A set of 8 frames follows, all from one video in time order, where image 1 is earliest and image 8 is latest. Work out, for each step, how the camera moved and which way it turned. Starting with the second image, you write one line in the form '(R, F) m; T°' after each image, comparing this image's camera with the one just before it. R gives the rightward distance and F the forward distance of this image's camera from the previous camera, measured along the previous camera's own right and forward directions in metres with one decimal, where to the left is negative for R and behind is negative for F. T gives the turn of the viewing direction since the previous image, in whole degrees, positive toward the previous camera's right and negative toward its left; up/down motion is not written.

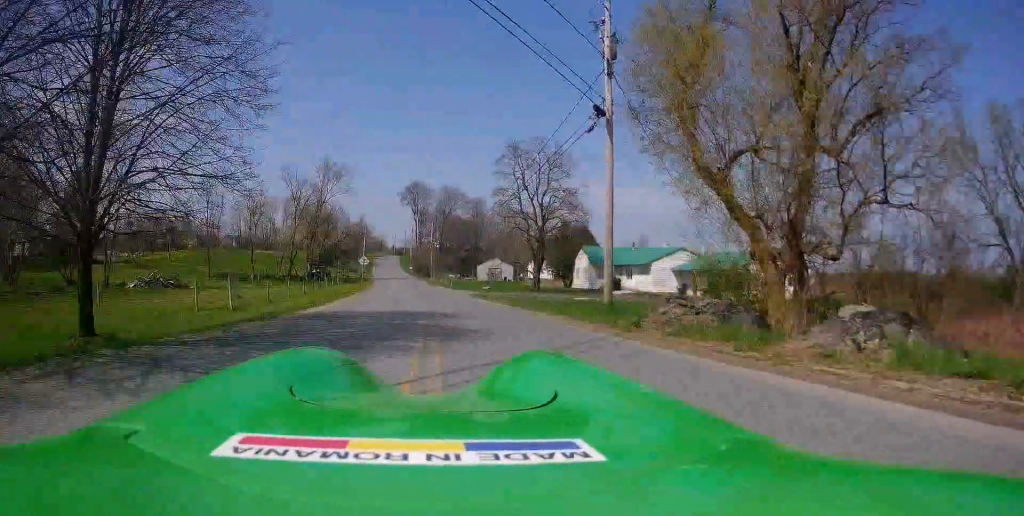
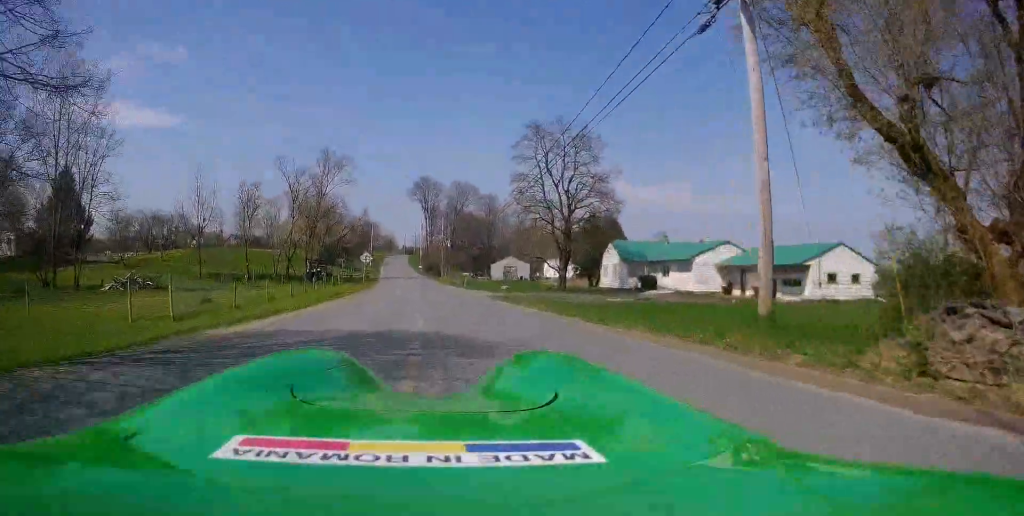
(-0.3, +7.4) m; -2°
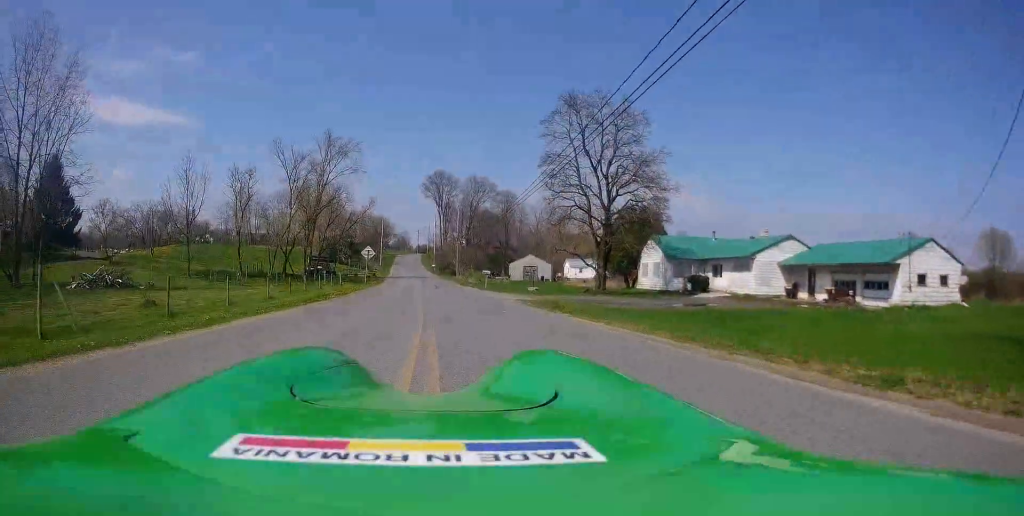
(-0.1, +7.9) m; -1°
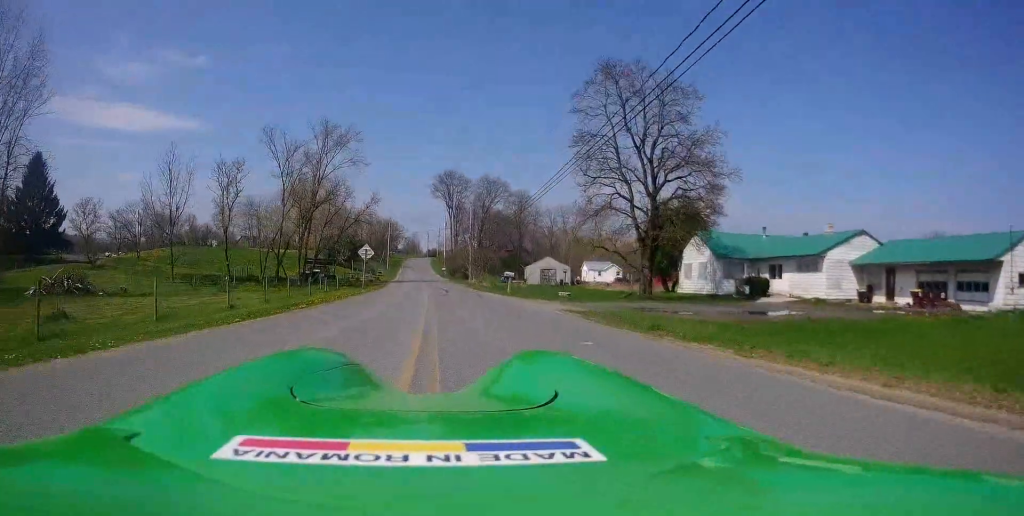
(0.0, +7.6) m; 0°
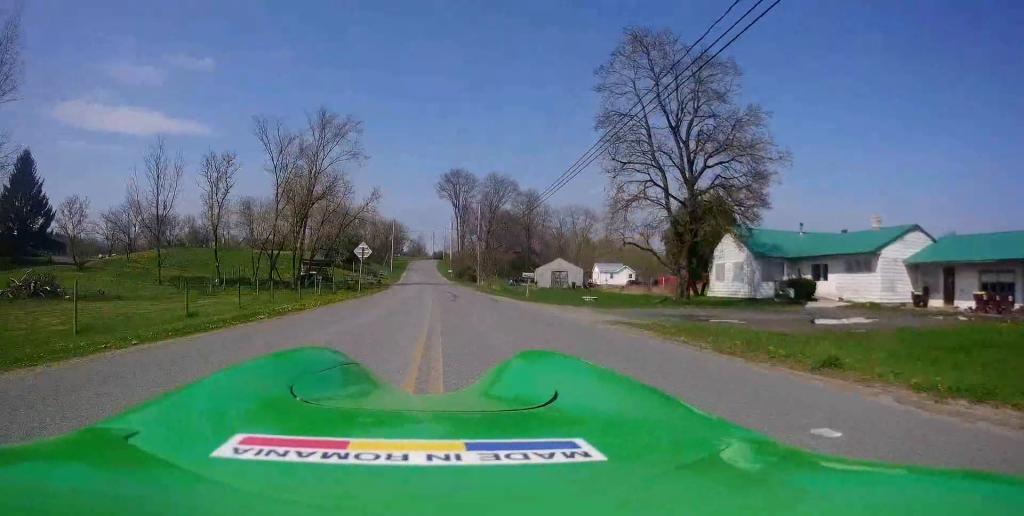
(0.0, +4.6) m; 0°
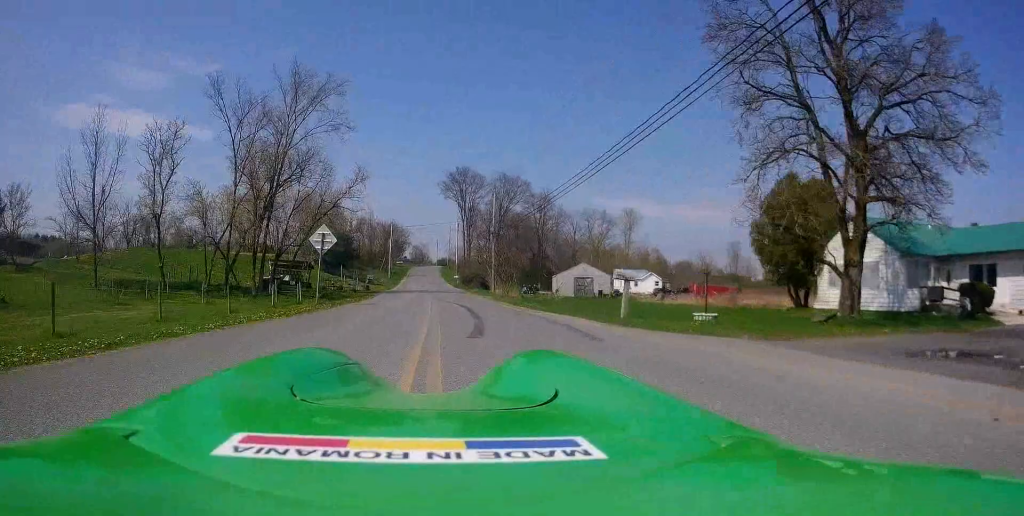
(0.0, +14.0) m; 0°
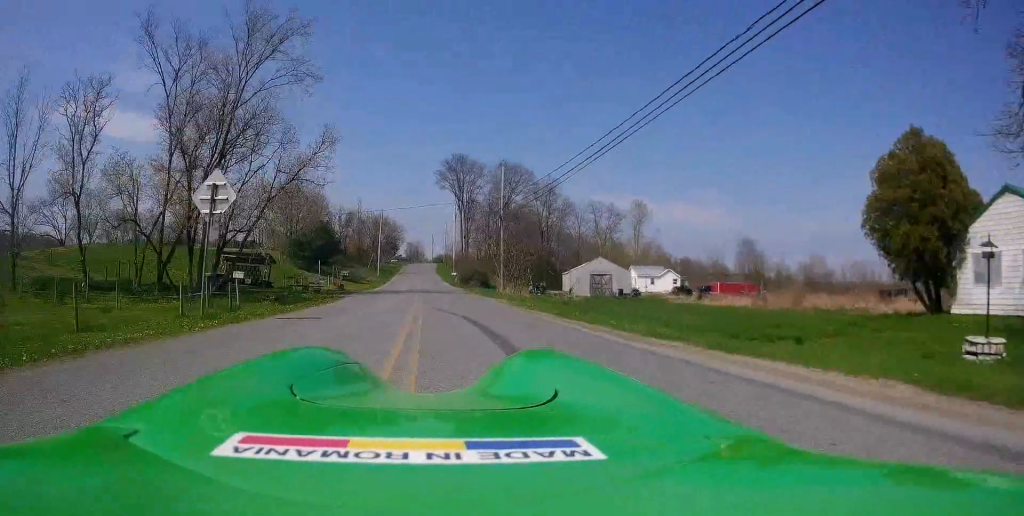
(0.0, +11.5) m; 0°
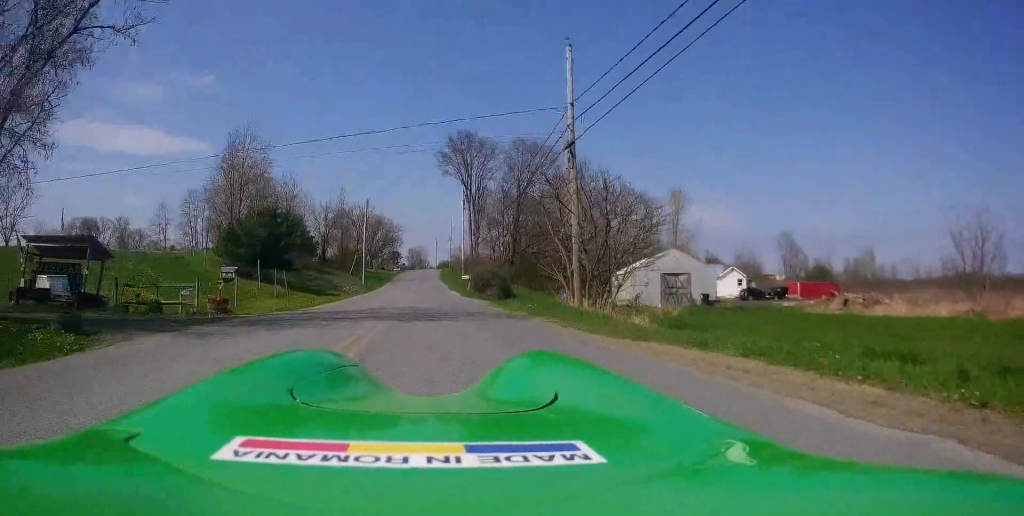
(0.0, +23.2) m; 0°
